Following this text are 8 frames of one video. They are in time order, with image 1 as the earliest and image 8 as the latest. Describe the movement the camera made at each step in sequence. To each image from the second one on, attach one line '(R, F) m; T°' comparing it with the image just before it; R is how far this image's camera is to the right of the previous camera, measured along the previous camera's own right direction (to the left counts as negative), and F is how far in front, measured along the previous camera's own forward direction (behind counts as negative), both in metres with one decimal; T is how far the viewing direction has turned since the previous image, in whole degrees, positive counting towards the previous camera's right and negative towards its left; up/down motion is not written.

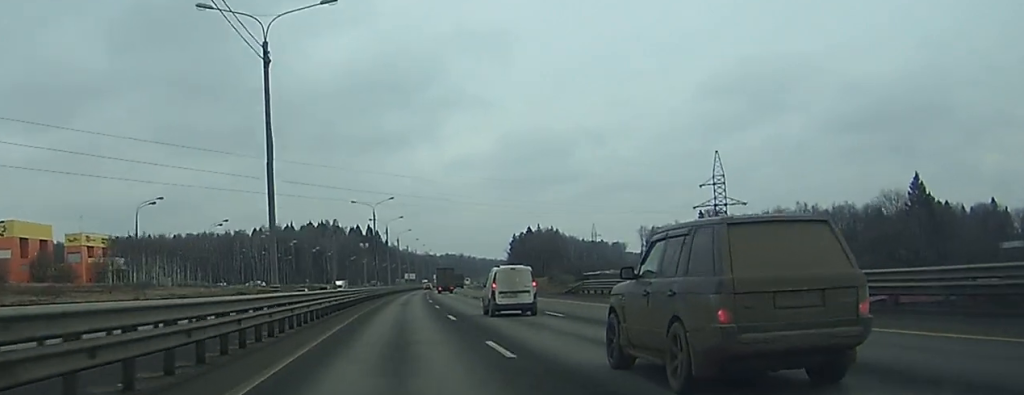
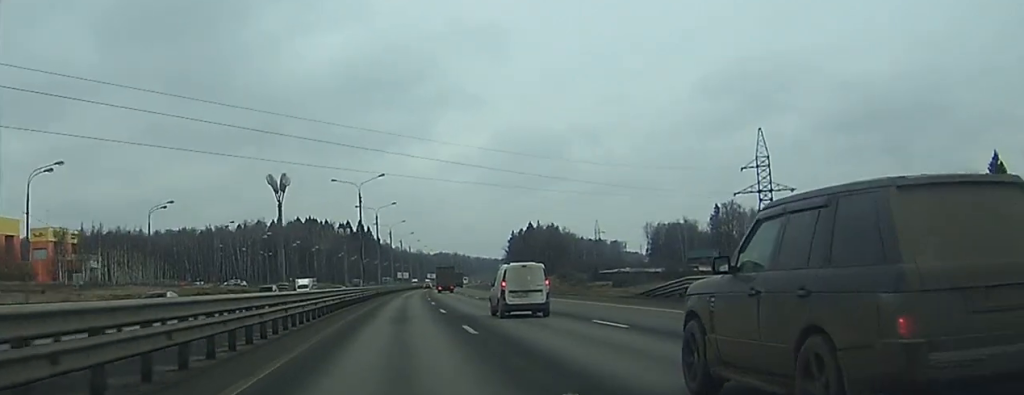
(+0.1, +24.6) m; 0°
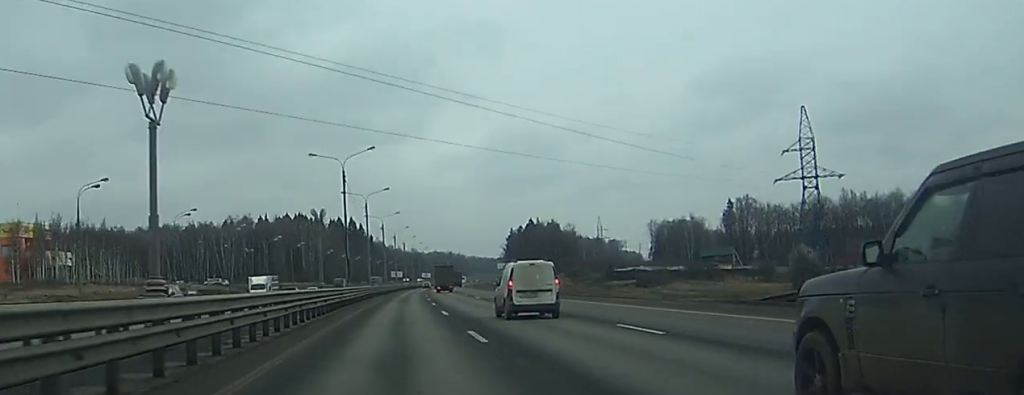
(+0.1, +19.3) m; 0°
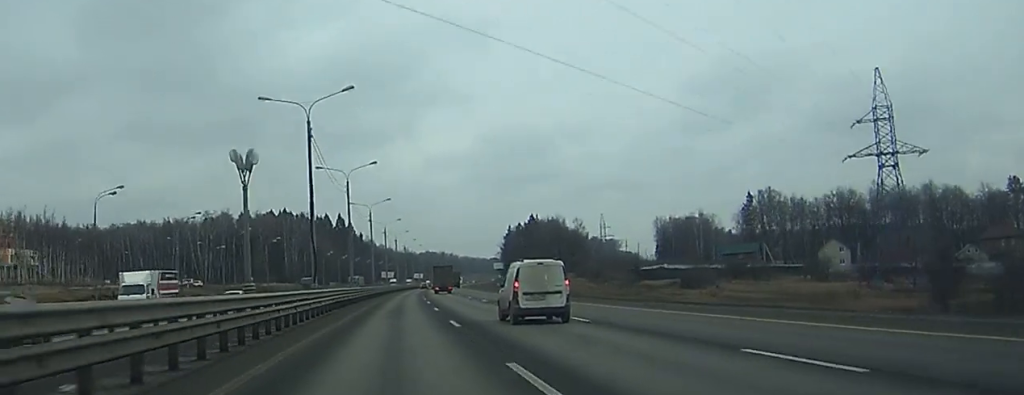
(0.0, +24.6) m; 0°
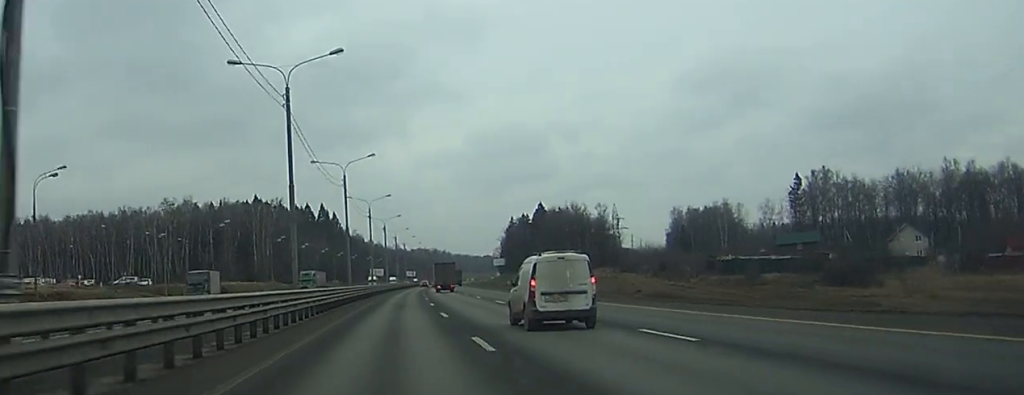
(+0.3, +41.7) m; +1°
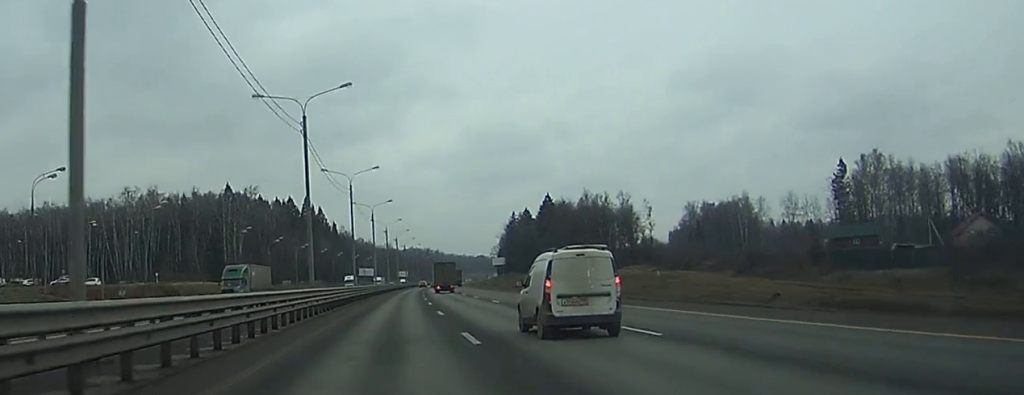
(+0.2, +29.9) m; +1°
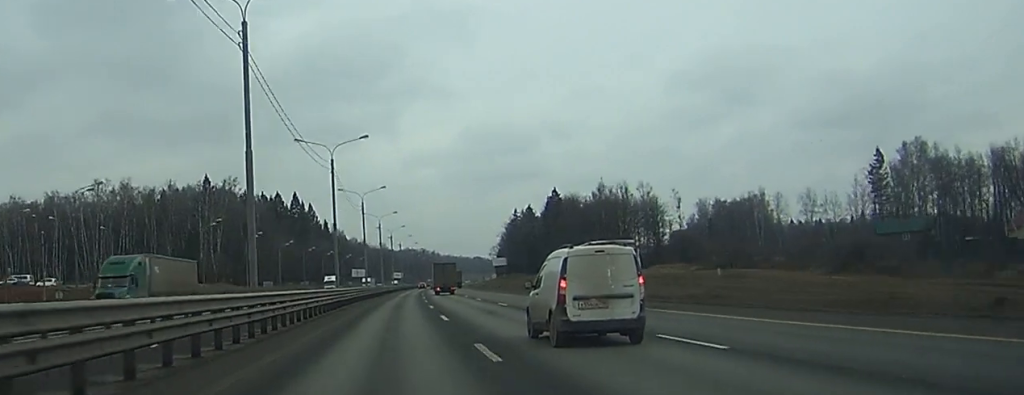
(+0.1, +20.3) m; 0°
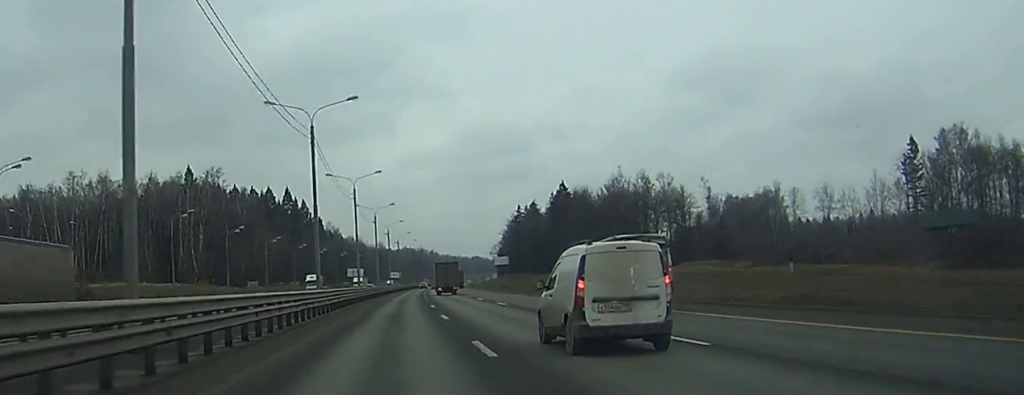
(0.0, +15.0) m; 0°
